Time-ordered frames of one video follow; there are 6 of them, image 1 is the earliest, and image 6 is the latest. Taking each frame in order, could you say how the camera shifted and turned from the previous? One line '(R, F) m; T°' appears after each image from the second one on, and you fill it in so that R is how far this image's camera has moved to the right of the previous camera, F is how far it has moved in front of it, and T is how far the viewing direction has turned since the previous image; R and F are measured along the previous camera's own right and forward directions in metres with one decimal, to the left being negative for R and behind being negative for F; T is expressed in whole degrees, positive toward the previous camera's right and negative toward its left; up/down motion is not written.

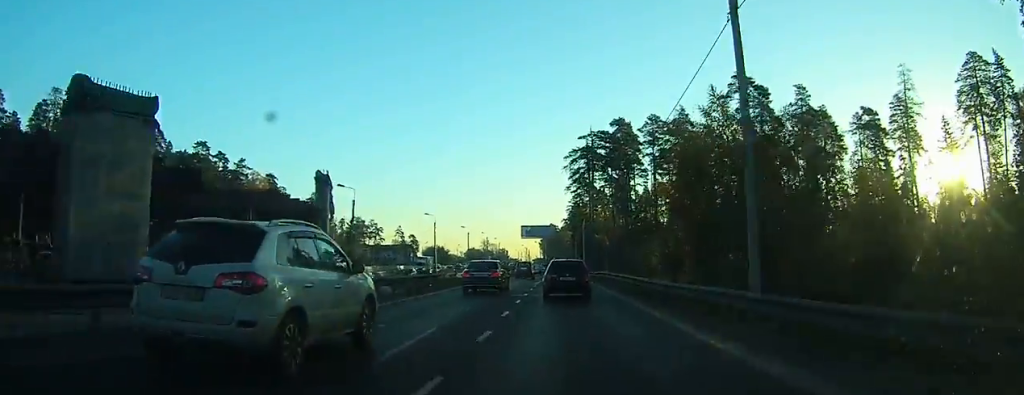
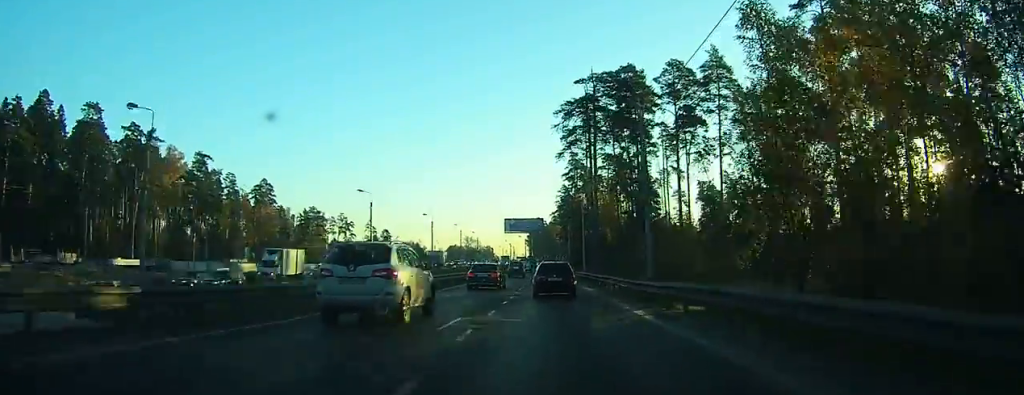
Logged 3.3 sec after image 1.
(+0.8, +28.9) m; +2°
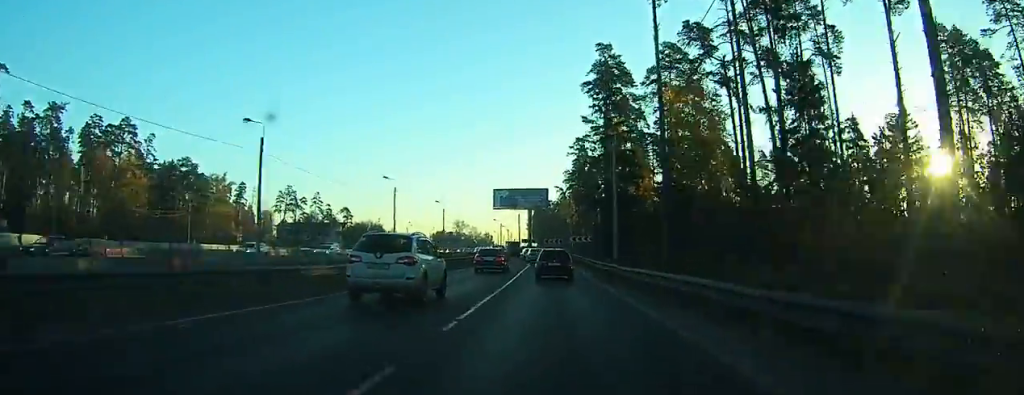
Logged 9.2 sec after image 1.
(-1.5, +68.4) m; -2°
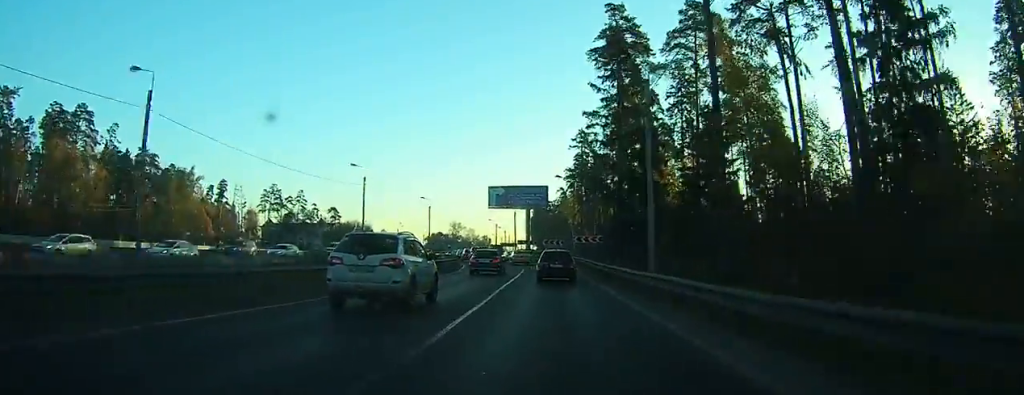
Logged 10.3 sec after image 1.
(0.0, +13.4) m; 0°
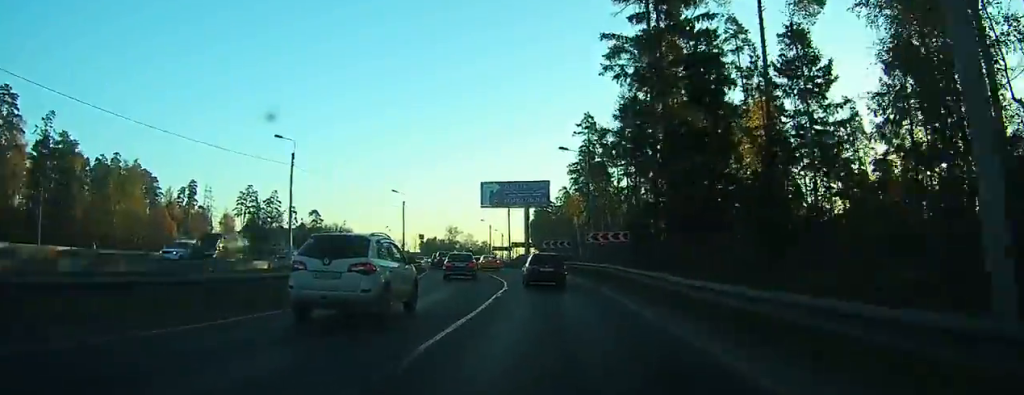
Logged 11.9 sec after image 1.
(0.0, +19.6) m; 0°
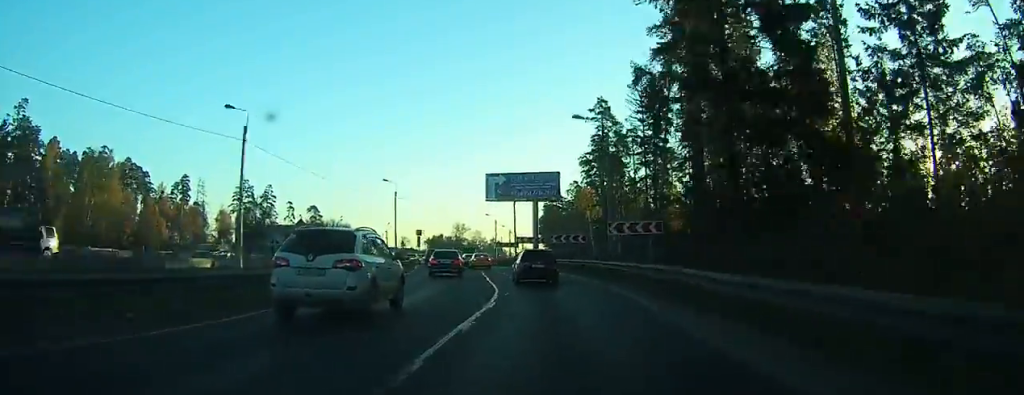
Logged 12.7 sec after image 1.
(0.0, +9.1) m; -1°
